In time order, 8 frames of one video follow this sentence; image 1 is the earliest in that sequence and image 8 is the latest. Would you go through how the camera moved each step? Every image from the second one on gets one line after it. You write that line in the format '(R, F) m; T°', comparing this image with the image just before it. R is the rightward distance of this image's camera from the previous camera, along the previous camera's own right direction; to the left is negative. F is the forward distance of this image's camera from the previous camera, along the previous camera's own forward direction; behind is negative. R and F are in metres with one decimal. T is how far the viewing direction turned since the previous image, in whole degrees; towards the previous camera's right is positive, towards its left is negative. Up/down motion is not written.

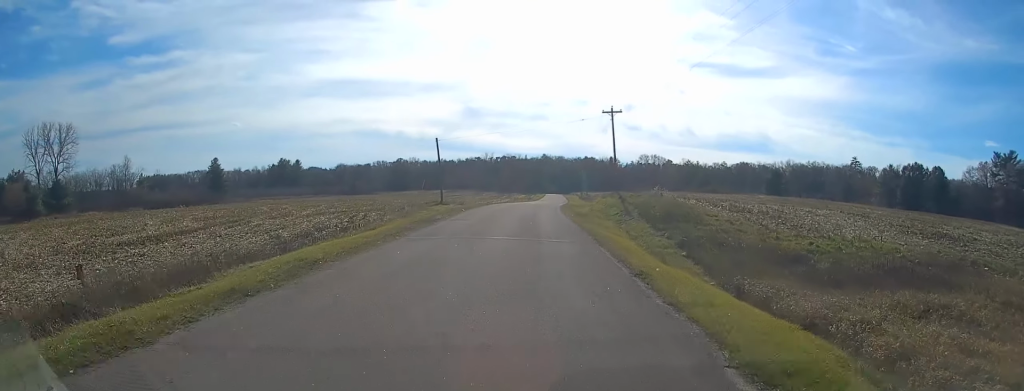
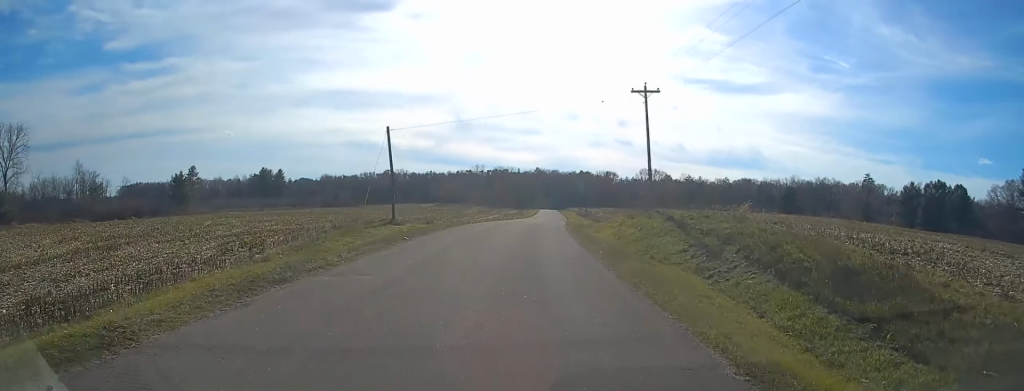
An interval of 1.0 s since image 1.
(+0.1, +18.7) m; +1°
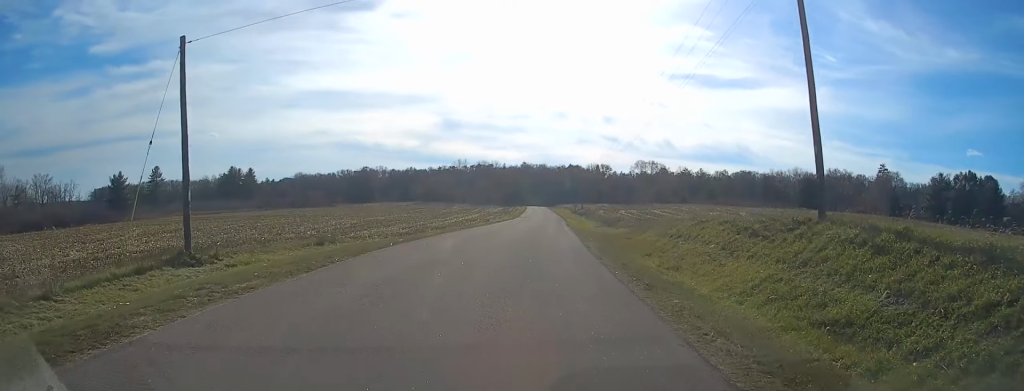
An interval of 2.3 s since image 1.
(+0.6, +24.2) m; +1°
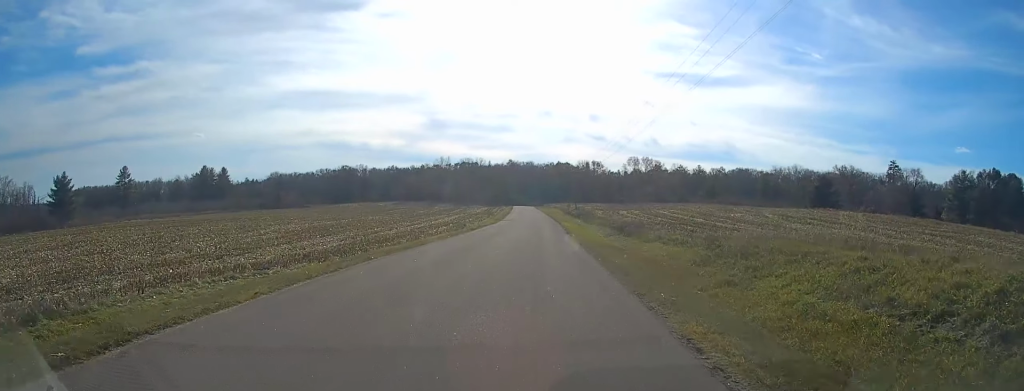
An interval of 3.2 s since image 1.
(0.0, +17.7) m; +1°
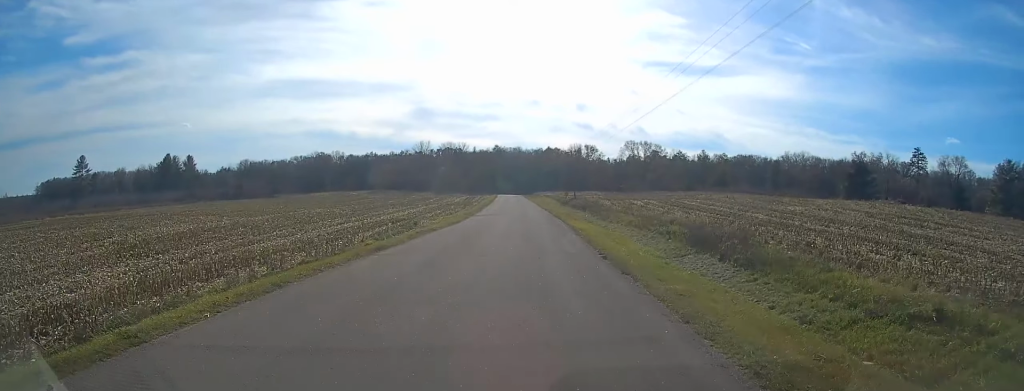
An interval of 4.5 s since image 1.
(+0.5, +24.6) m; +1°
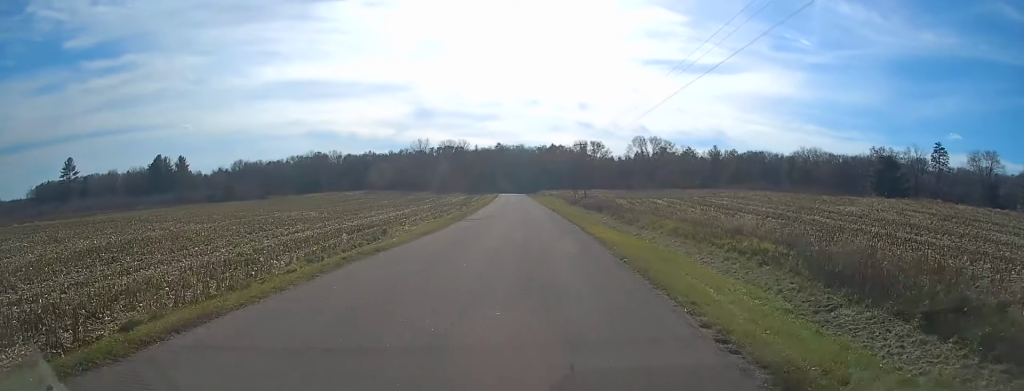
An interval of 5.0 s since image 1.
(+0.1, +11.2) m; 0°
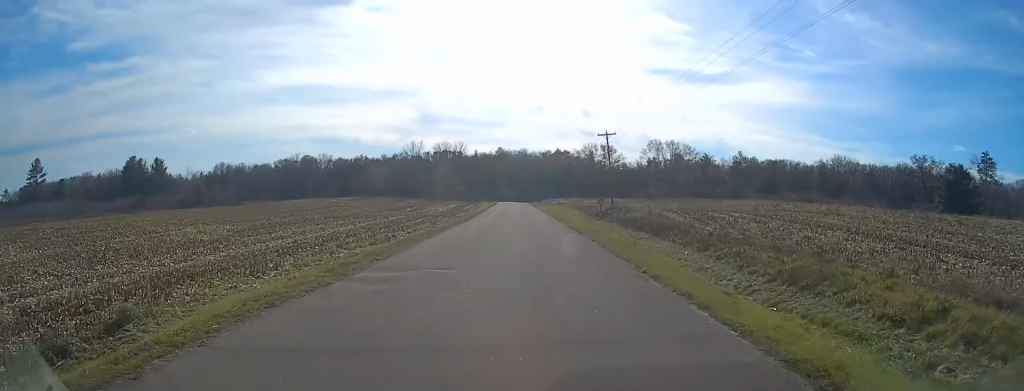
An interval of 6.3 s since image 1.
(-0.1, +24.0) m; 0°
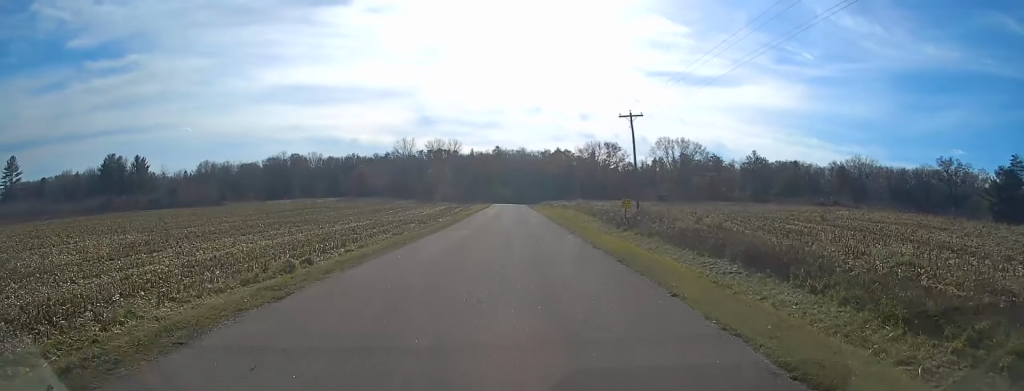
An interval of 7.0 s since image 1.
(+0.2, +14.5) m; 0°
